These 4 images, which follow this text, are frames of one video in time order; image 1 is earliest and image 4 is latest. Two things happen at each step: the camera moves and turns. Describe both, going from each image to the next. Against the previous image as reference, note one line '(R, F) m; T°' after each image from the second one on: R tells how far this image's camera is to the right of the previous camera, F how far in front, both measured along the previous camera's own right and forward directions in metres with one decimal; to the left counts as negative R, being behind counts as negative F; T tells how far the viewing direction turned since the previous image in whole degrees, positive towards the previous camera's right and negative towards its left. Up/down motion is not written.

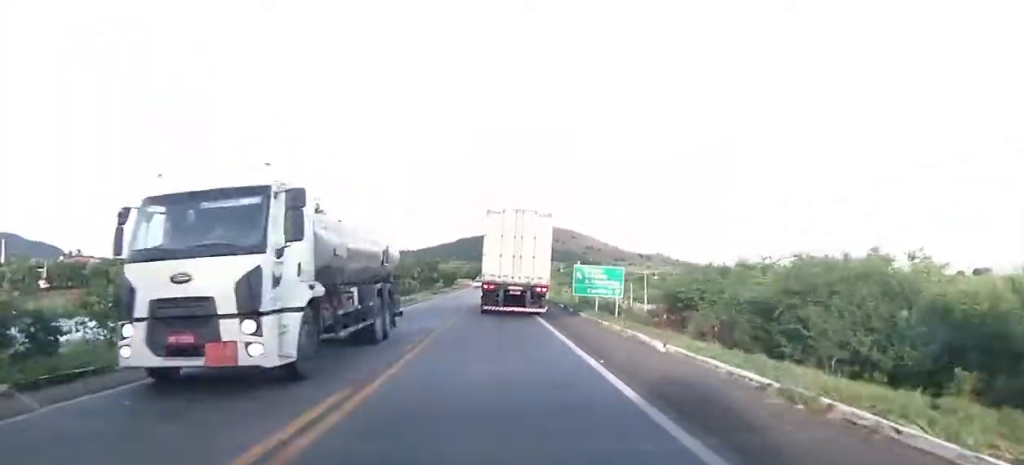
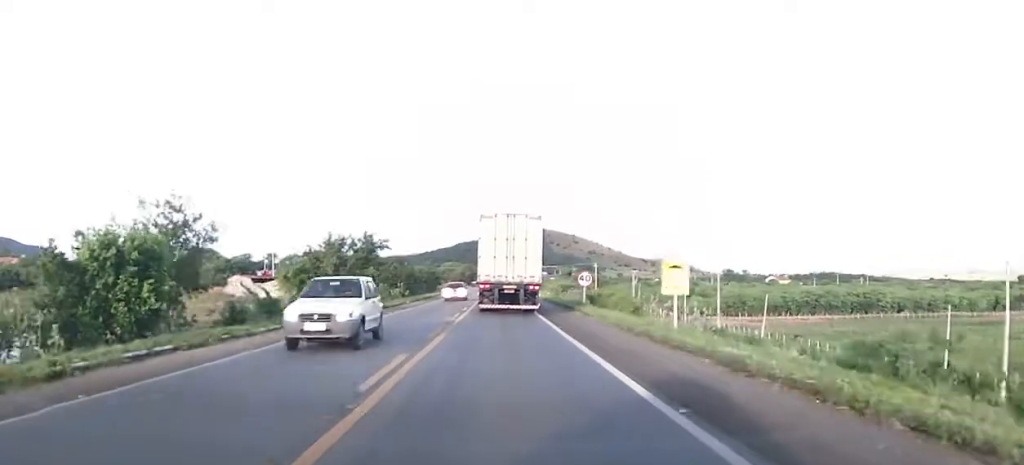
(+1.1, +52.8) m; +2°
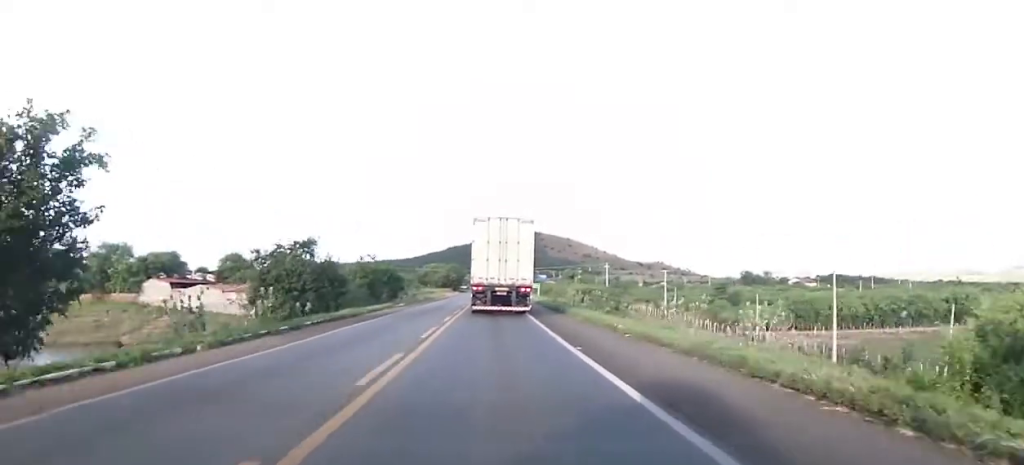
(-1.1, +40.4) m; -2°
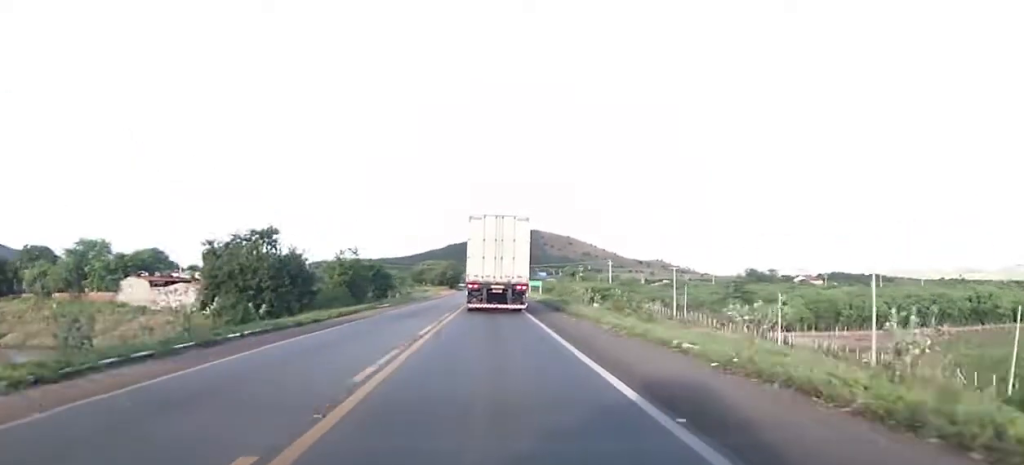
(0.0, +8.0) m; +1°
